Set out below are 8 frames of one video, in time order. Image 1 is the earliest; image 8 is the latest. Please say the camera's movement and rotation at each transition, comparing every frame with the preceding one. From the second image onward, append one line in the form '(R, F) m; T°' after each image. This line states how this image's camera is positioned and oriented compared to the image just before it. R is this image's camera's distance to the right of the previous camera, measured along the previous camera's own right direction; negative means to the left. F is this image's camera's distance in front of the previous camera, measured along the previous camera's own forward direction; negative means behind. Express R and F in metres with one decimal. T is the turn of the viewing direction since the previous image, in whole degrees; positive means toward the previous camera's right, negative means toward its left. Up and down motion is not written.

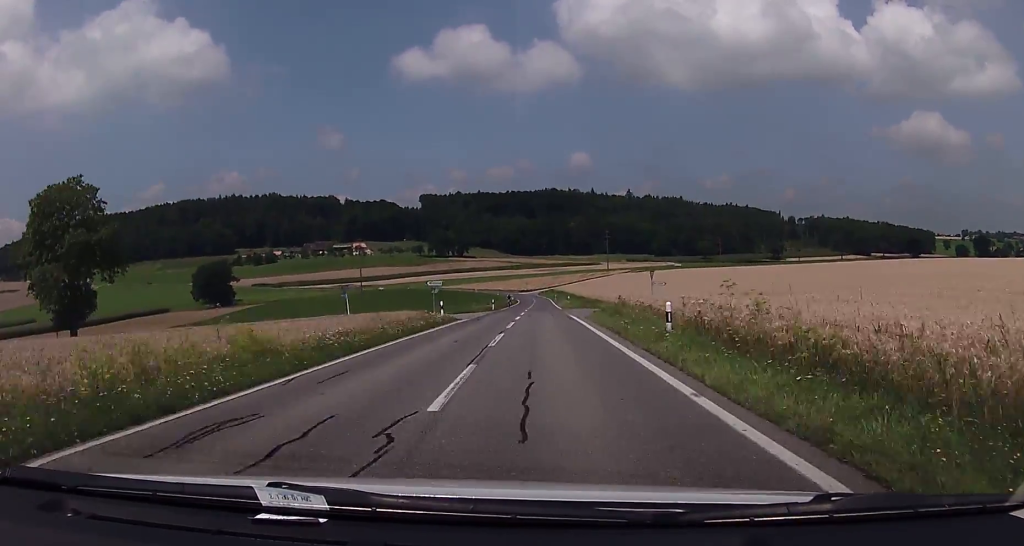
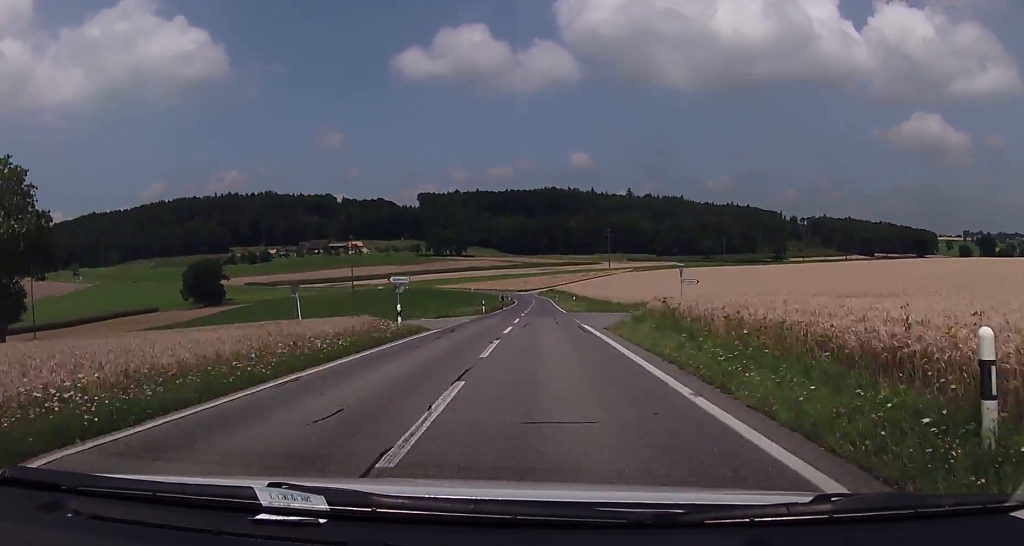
(0.0, +11.1) m; 0°
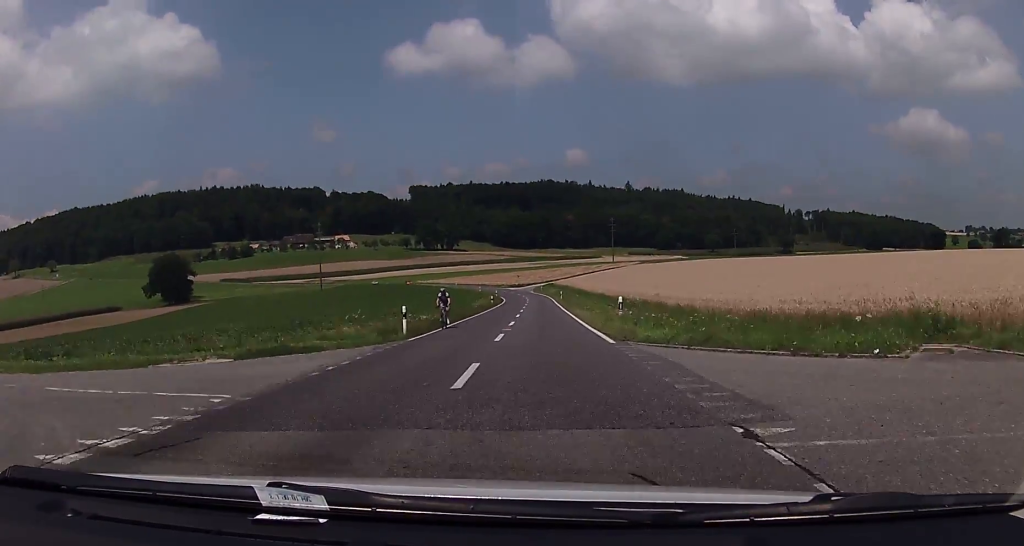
(+0.1, +32.7) m; 0°
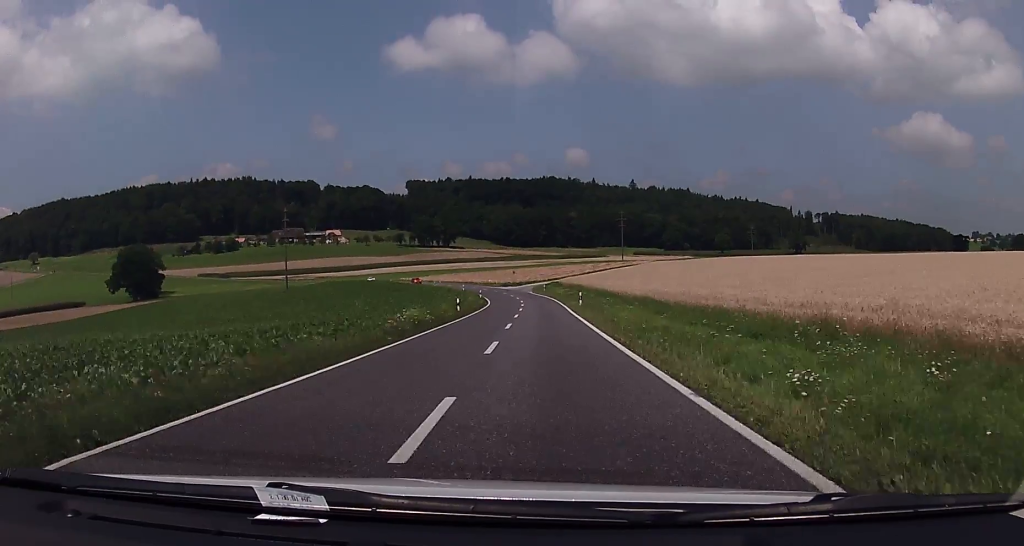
(+0.4, +30.8) m; 0°
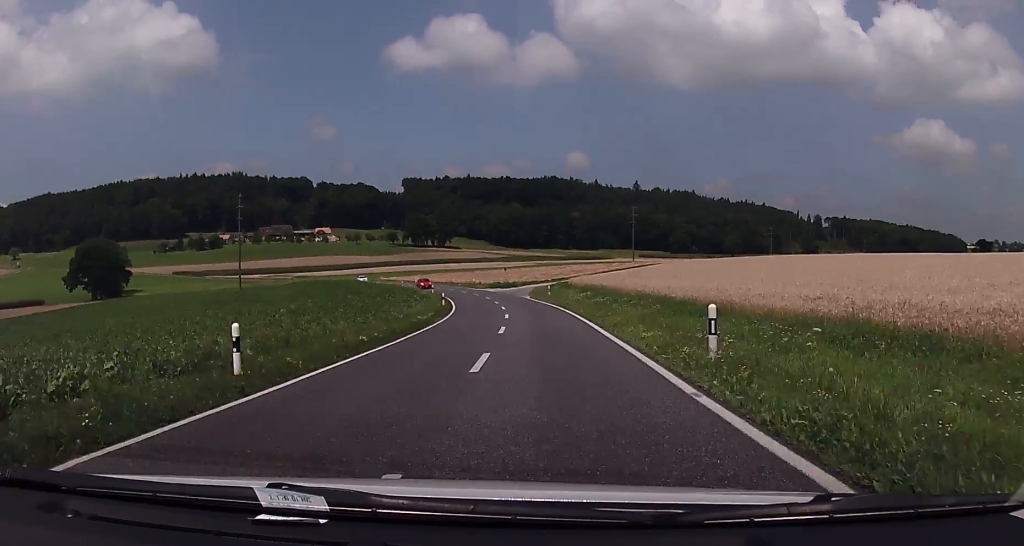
(-0.5, +30.5) m; -1°
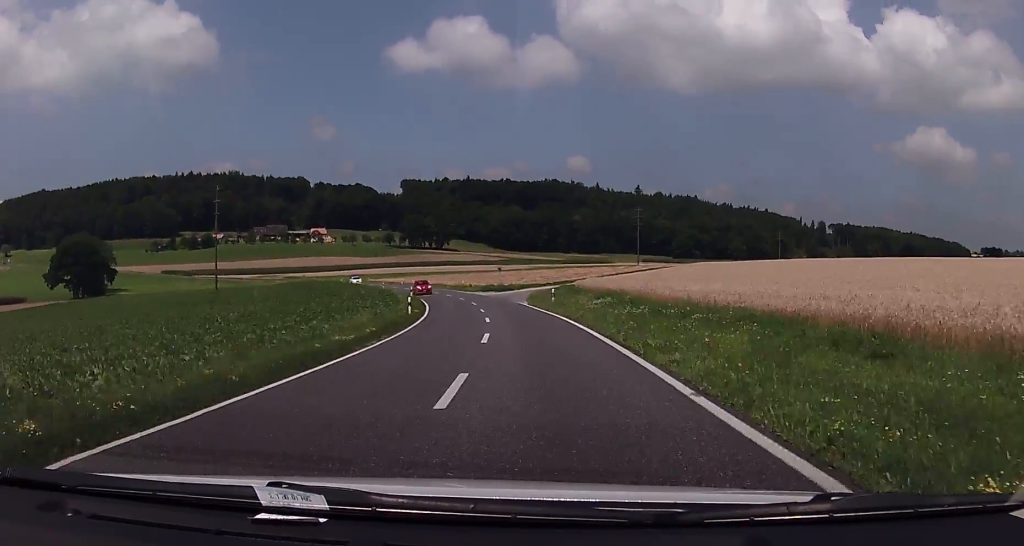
(0.0, +12.3) m; 0°
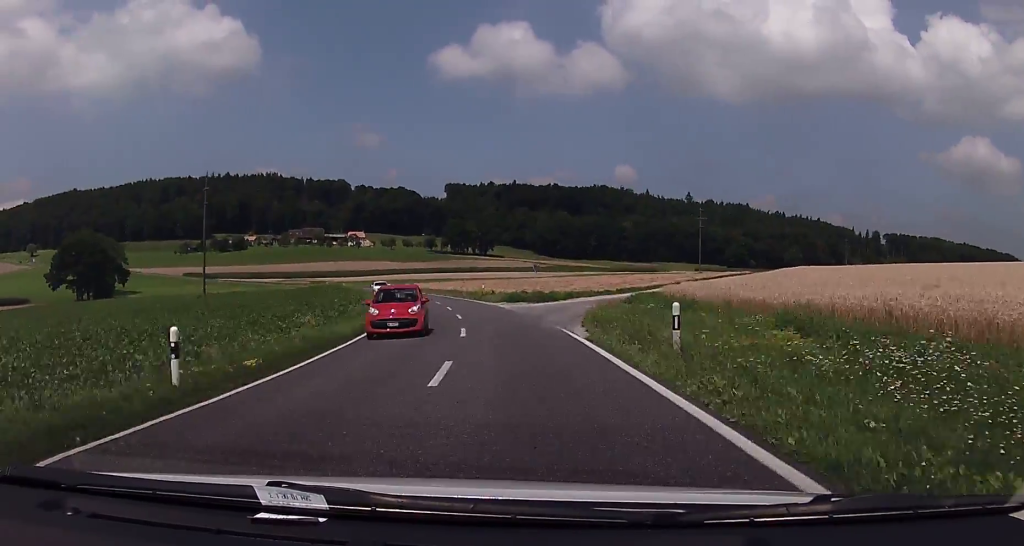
(0.0, +25.3) m; -4°
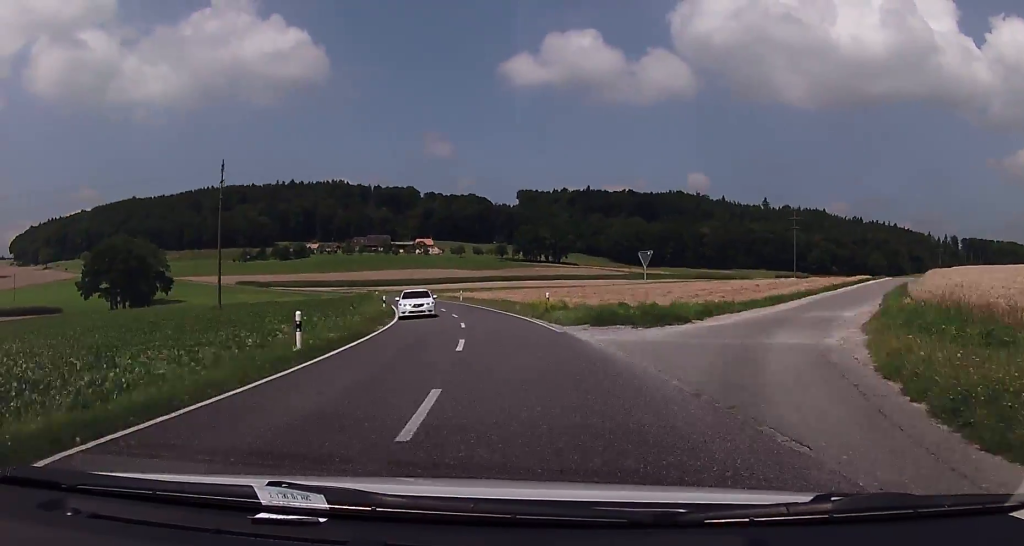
(-1.5, +21.3) m; -6°
